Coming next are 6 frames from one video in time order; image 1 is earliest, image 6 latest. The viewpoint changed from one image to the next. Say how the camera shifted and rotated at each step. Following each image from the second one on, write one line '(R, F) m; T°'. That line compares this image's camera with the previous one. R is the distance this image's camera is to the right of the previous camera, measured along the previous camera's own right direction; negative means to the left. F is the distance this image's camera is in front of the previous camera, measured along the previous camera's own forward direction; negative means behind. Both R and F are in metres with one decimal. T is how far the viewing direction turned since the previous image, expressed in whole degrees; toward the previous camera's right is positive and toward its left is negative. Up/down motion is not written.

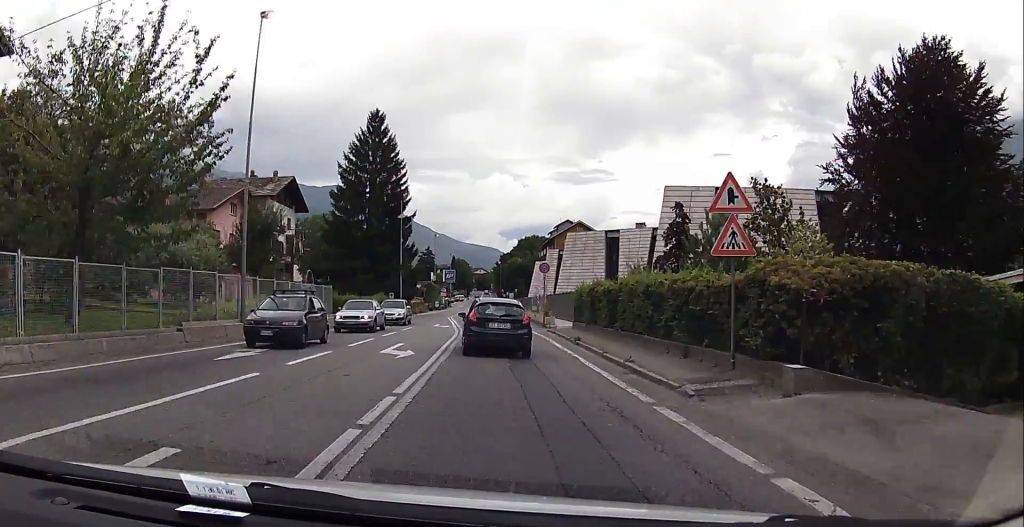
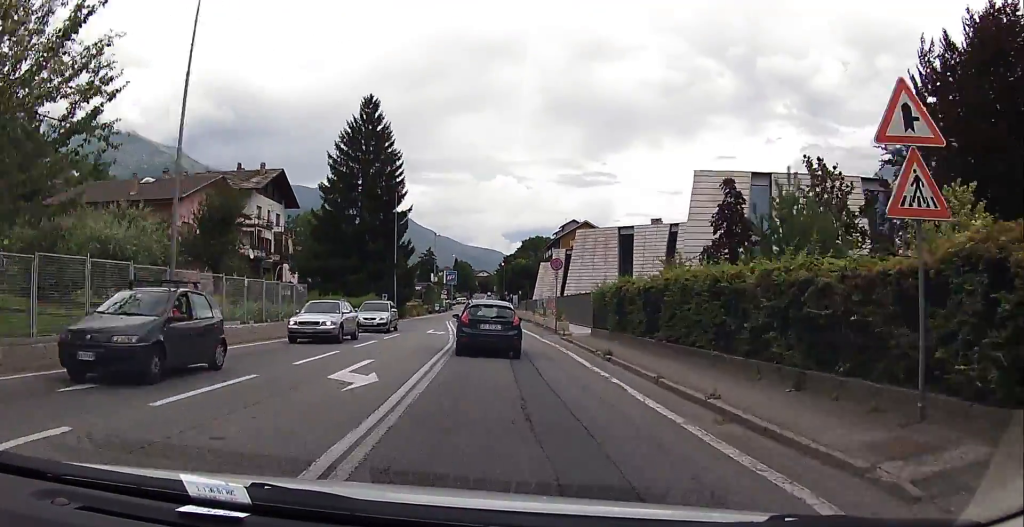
(+0.3, +5.9) m; +1°
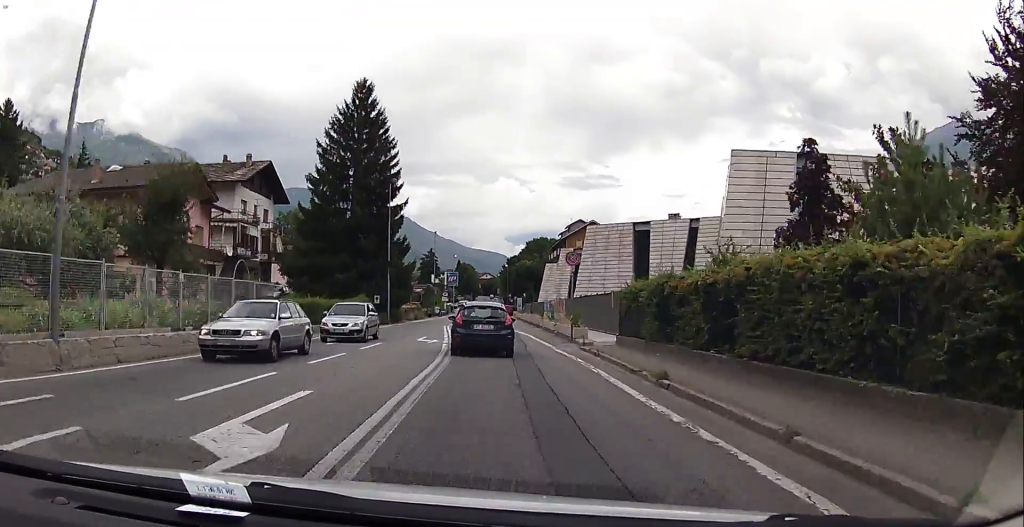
(-0.2, +5.6) m; -2°
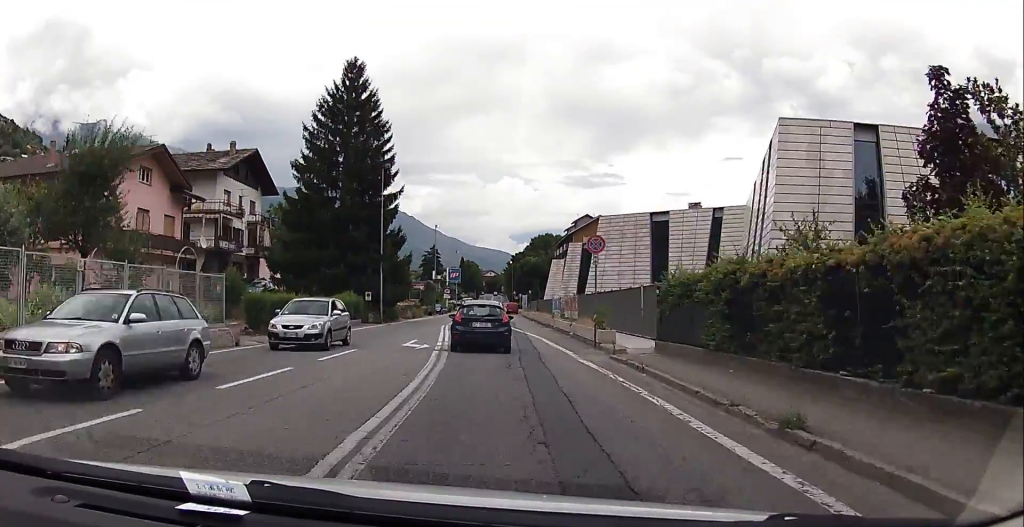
(0.0, +5.2) m; -2°
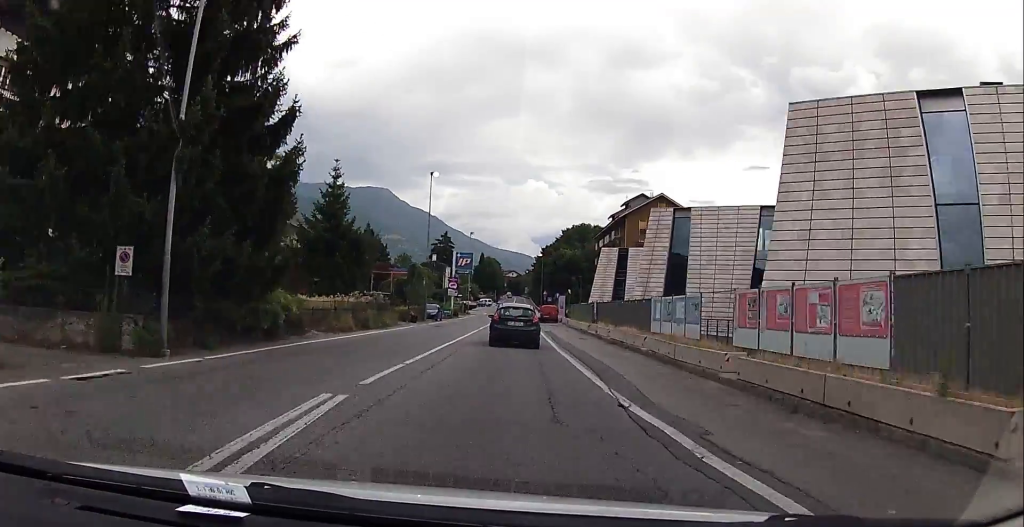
(+0.1, +33.5) m; 0°
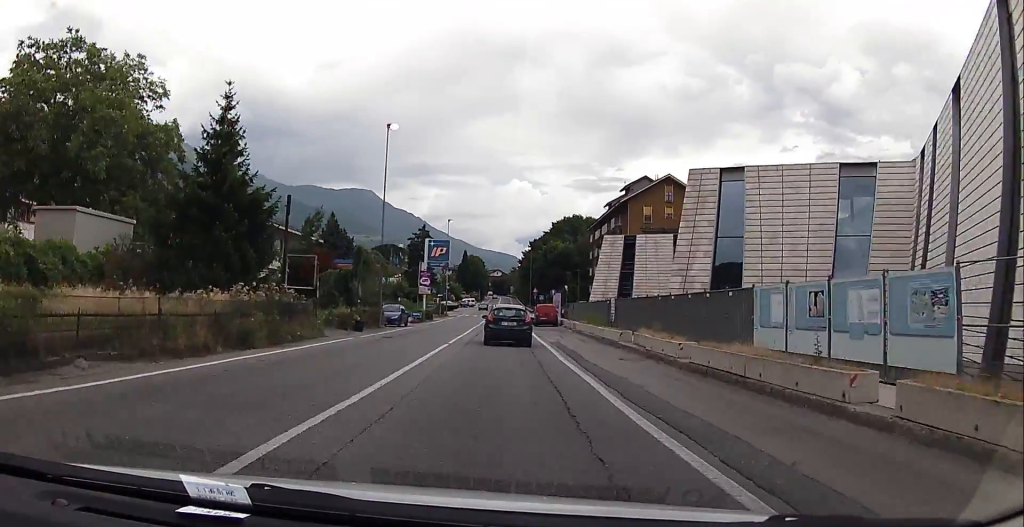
(-0.1, +14.3) m; 0°
